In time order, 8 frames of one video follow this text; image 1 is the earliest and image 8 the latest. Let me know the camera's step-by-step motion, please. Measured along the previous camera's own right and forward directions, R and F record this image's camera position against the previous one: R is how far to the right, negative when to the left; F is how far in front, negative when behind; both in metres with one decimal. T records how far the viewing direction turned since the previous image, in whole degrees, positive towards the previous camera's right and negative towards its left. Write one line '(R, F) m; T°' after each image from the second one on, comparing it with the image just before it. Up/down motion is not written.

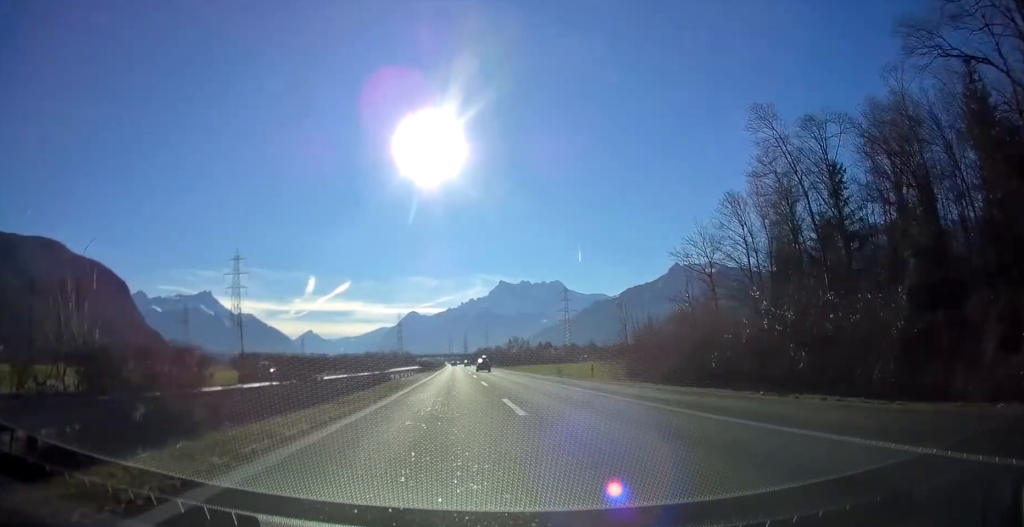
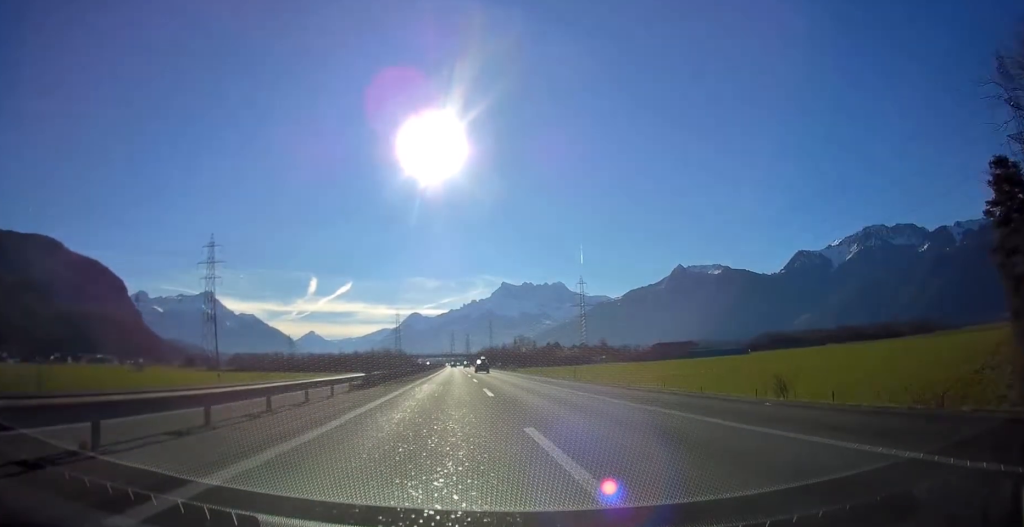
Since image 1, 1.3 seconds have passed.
(-0.1, +45.1) m; 0°
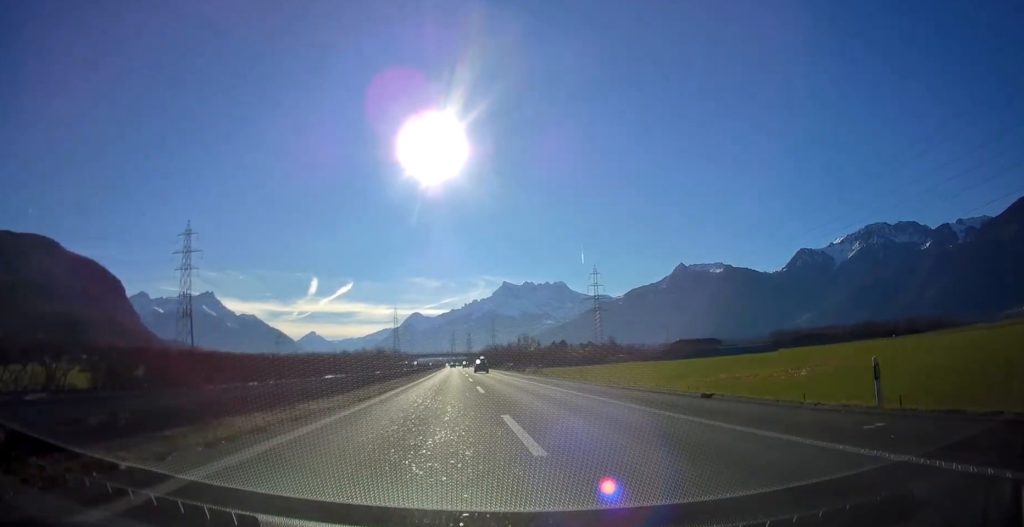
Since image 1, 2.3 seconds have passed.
(0.0, +33.9) m; 0°
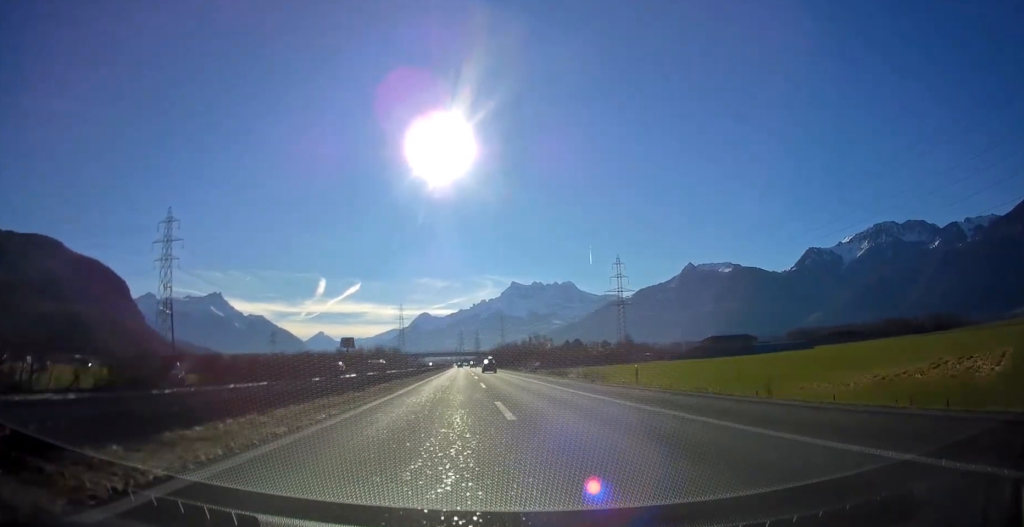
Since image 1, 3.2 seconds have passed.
(0.0, +30.5) m; 0°
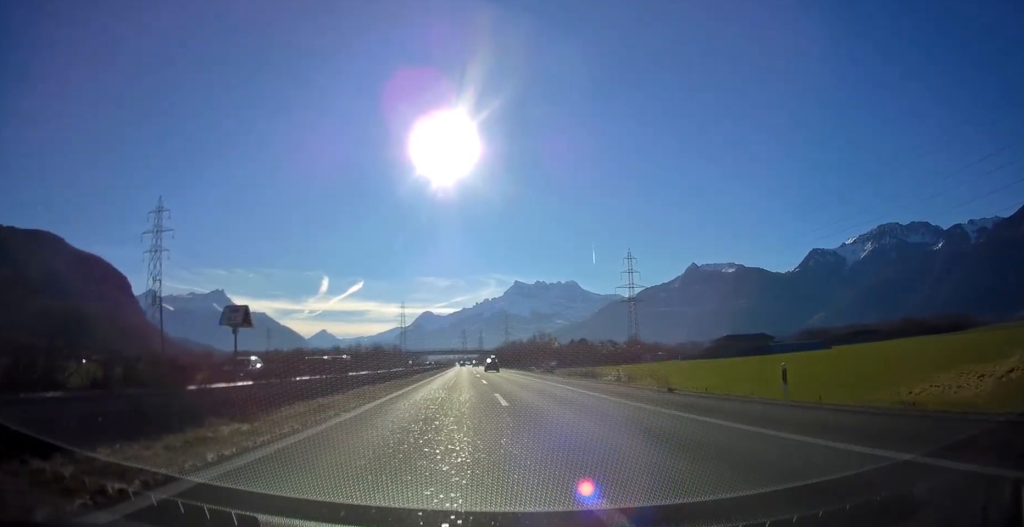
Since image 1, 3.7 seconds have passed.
(0.0, +14.7) m; 0°
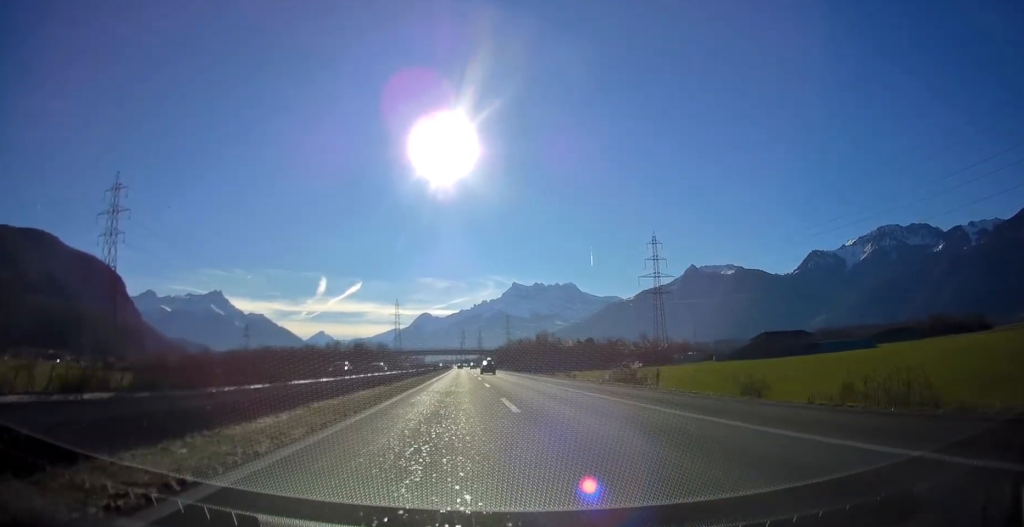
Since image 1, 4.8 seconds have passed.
(-0.2, +38.4) m; 0°
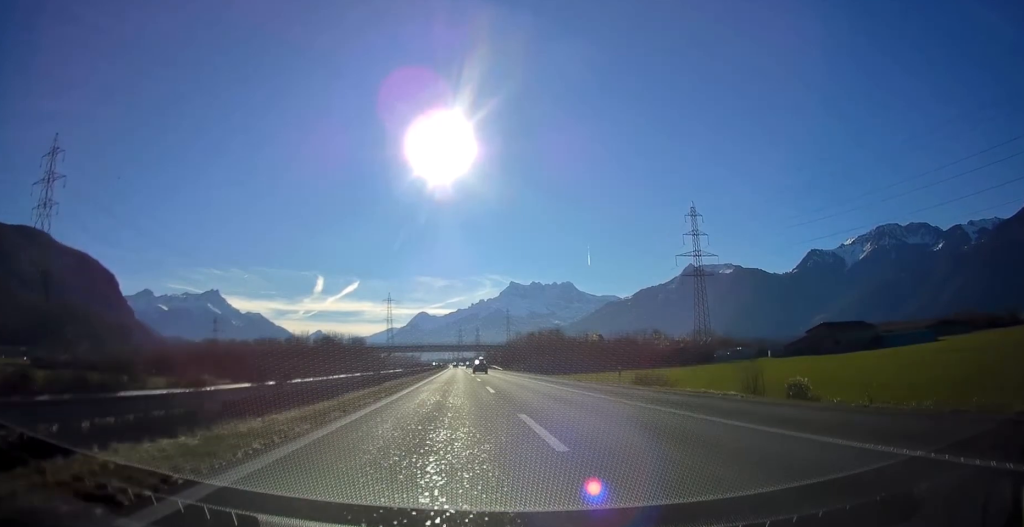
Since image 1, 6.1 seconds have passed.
(+0.1, +43.9) m; 0°
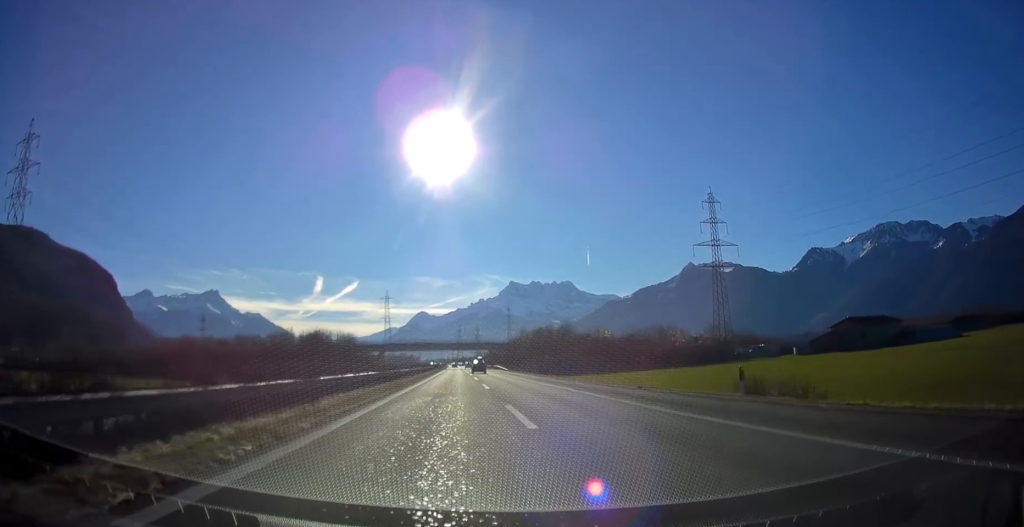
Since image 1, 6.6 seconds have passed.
(0.0, +15.7) m; 0°
